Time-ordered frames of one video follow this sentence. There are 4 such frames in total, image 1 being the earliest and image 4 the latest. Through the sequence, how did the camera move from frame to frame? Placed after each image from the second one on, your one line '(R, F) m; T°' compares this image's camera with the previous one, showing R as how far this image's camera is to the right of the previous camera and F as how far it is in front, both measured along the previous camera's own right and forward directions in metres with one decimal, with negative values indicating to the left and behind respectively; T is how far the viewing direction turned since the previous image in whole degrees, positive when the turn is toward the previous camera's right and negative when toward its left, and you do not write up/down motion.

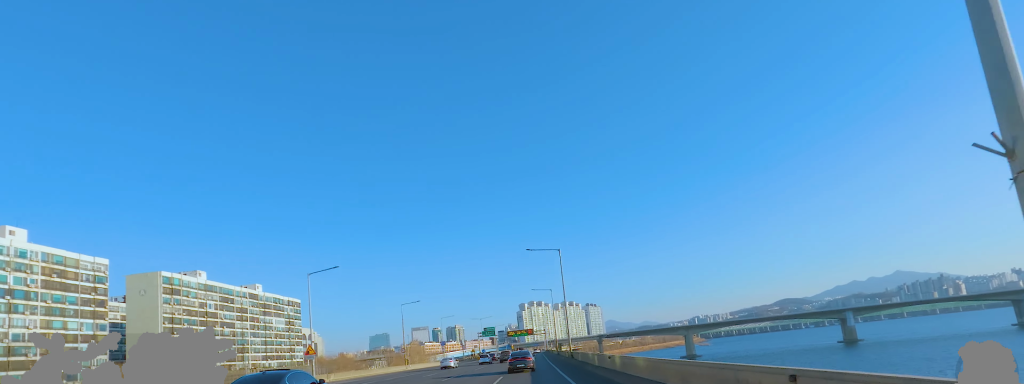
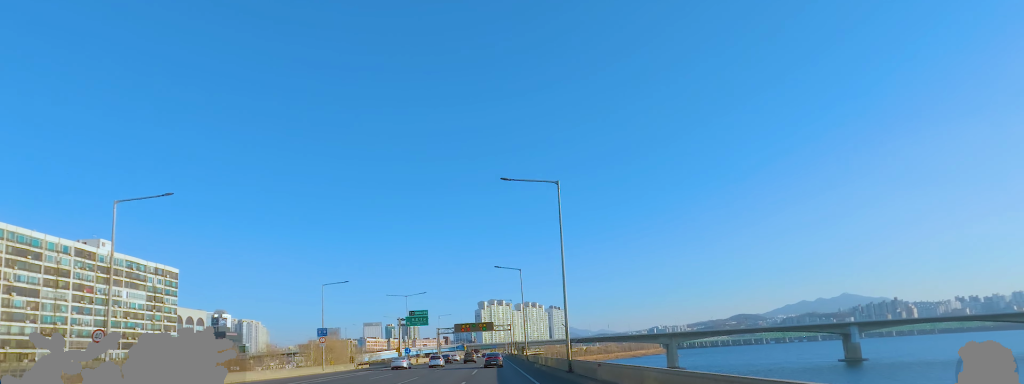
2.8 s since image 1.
(+1.8, +58.1) m; +2°
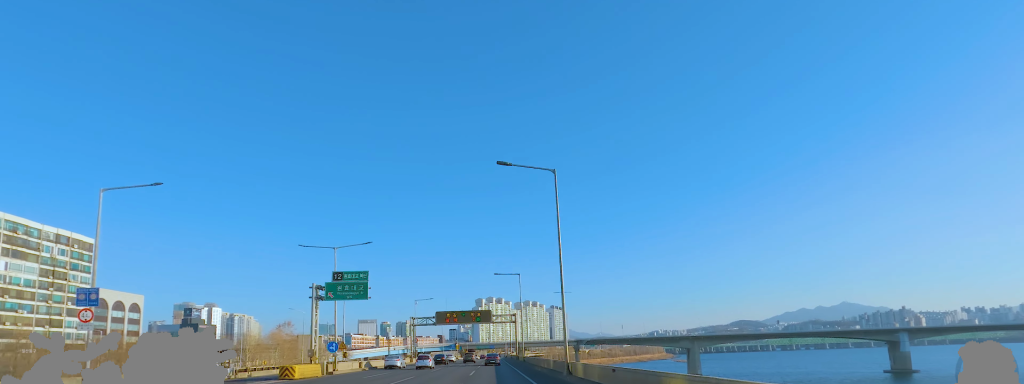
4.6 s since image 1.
(-1.0, +38.9) m; -2°
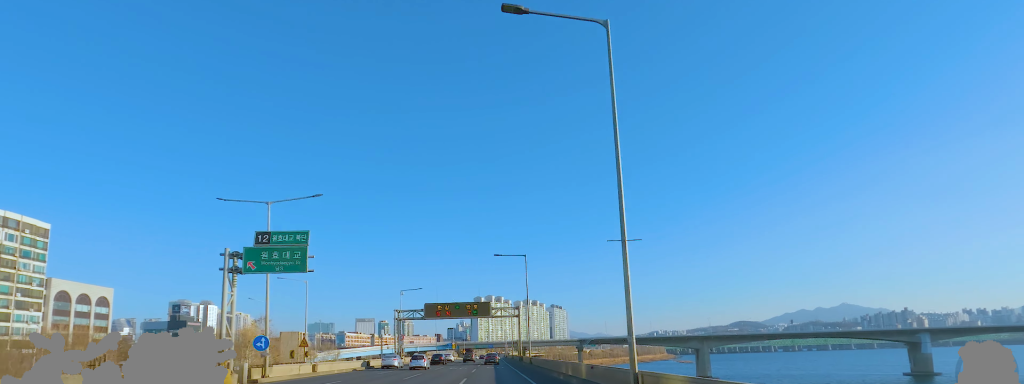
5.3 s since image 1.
(0.0, +14.3) m; 0°
